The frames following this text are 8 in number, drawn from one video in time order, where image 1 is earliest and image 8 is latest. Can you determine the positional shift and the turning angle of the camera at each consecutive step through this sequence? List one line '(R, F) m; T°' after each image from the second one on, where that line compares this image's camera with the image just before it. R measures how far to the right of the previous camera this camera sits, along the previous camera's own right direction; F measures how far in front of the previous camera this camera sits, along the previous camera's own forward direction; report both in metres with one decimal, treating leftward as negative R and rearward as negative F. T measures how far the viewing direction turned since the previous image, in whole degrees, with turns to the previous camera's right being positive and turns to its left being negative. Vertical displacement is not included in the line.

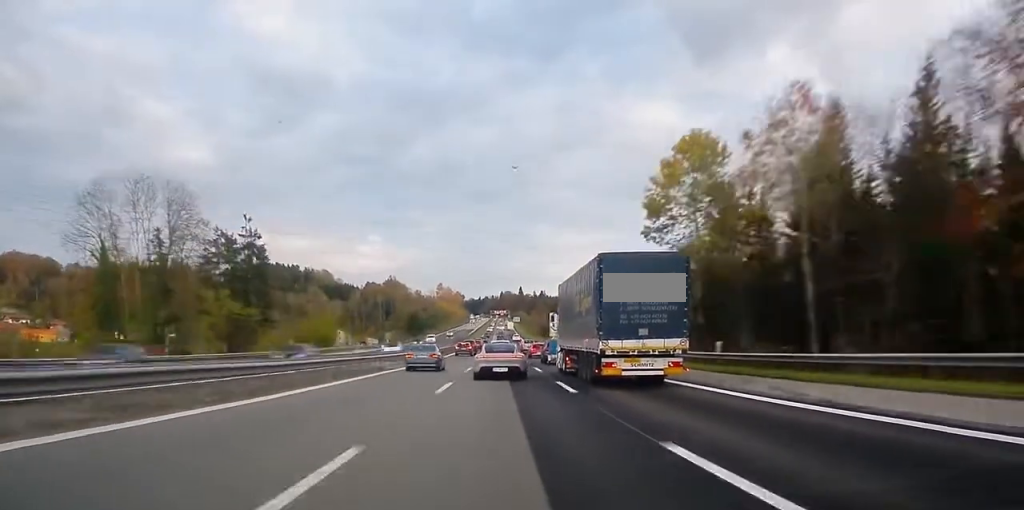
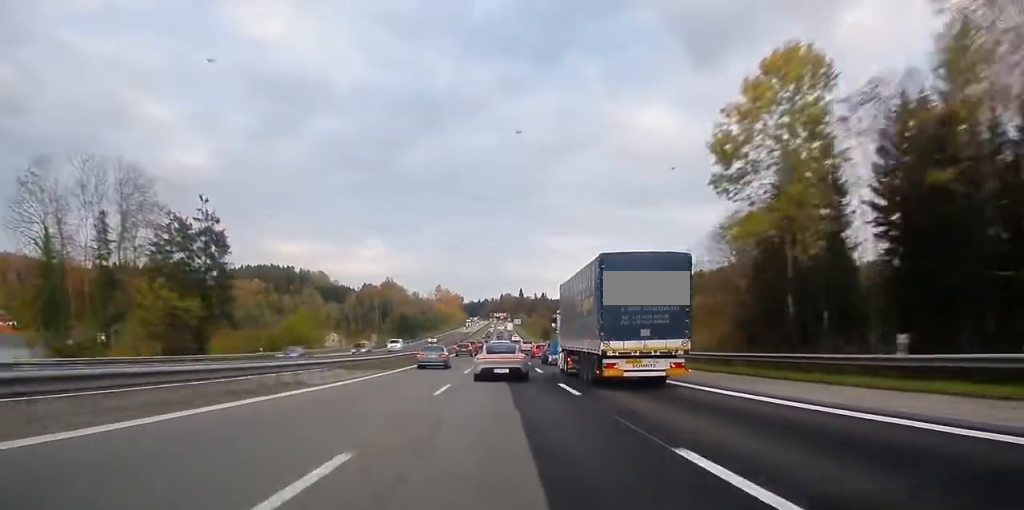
(-0.1, +18.0) m; 0°
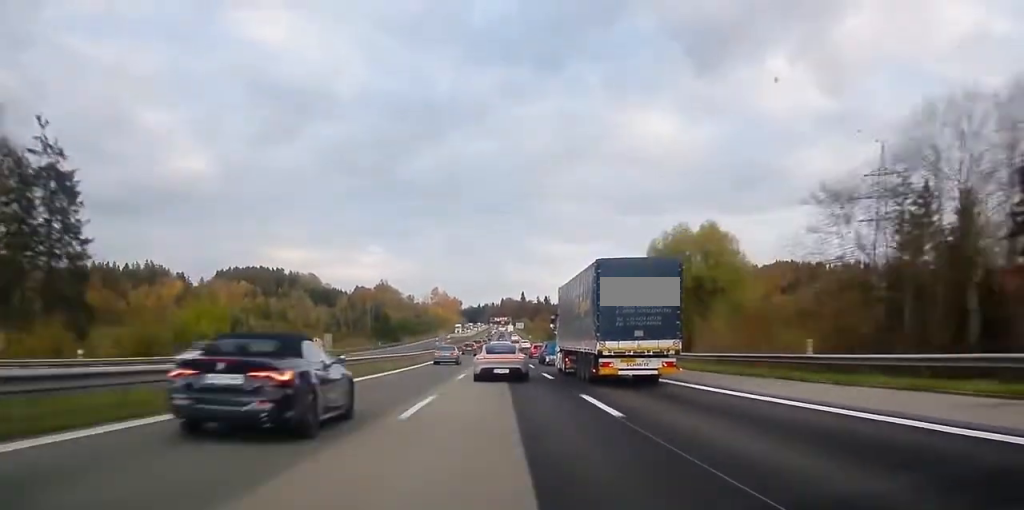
(+0.2, +40.8) m; +1°
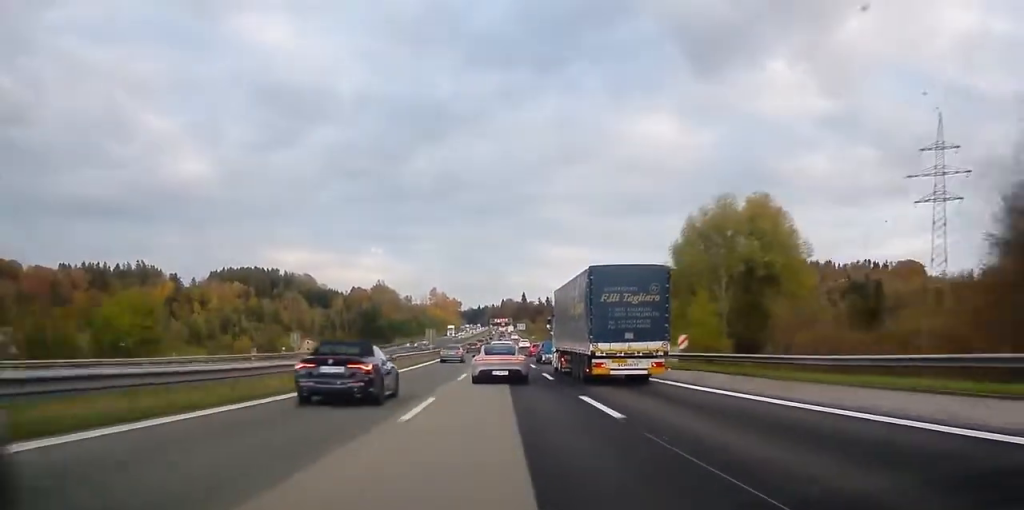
(+0.1, +17.9) m; 0°
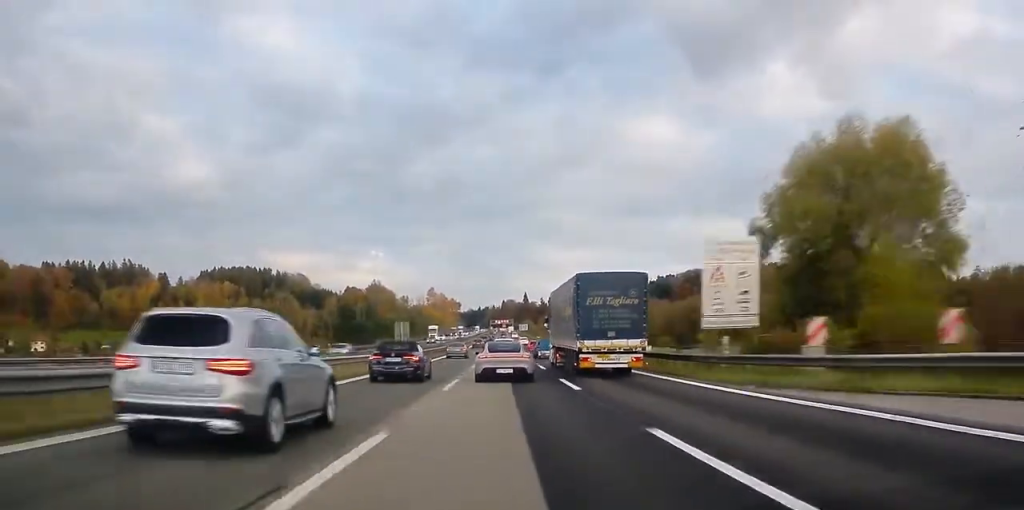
(+0.1, +27.8) m; 0°
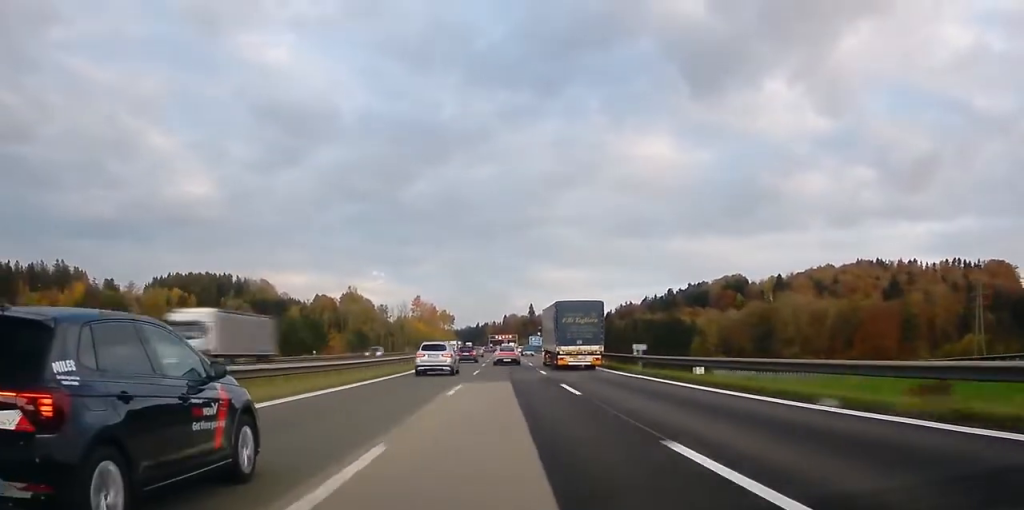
(-1.5, +120.8) m; -1°
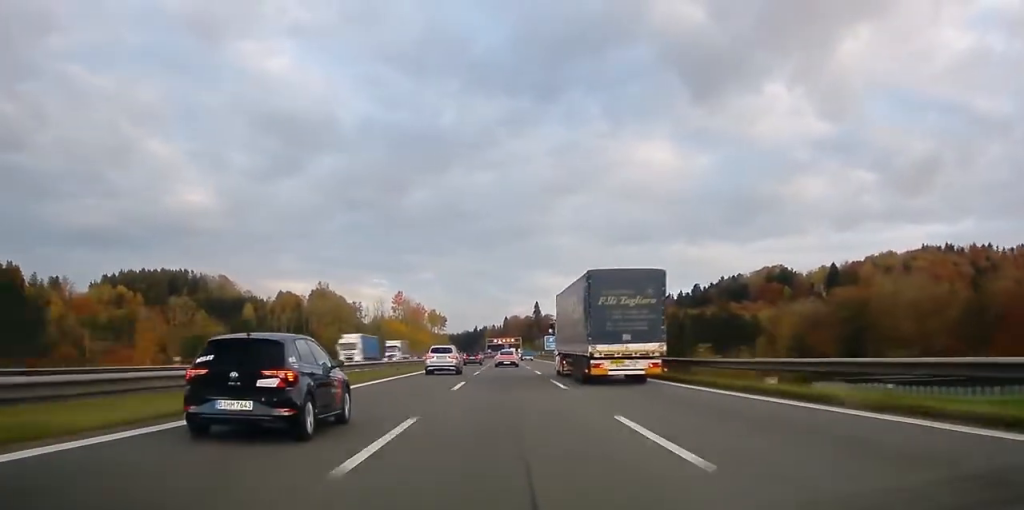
(+0.5, +82.8) m; 0°
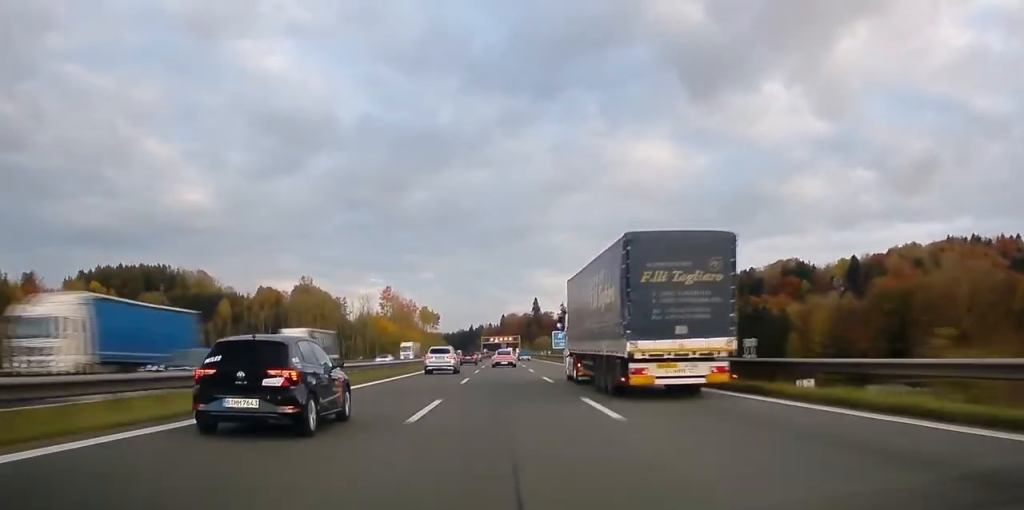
(+0.1, +27.7) m; 0°
